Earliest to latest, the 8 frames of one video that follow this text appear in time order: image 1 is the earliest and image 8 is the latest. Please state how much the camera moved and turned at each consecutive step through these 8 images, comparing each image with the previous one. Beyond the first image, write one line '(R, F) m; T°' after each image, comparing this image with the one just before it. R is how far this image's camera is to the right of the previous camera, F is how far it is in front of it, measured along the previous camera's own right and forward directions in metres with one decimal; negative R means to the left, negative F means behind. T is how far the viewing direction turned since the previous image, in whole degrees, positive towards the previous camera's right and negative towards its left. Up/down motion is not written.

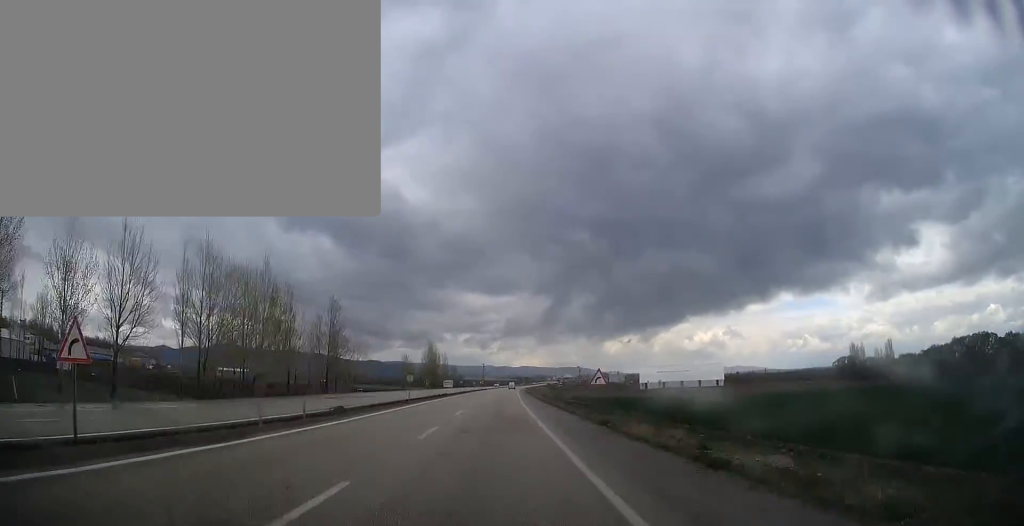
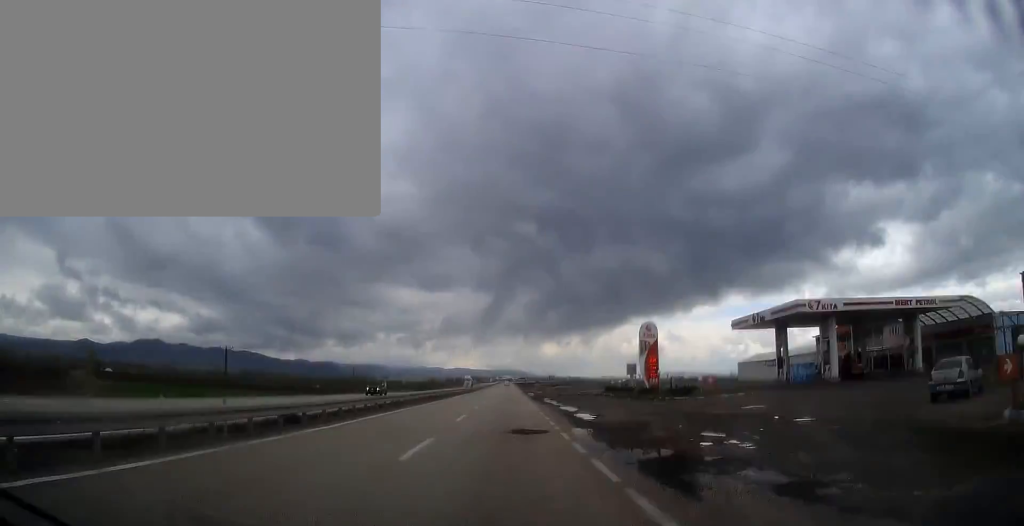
(+12.6, +318.0) m; +4°
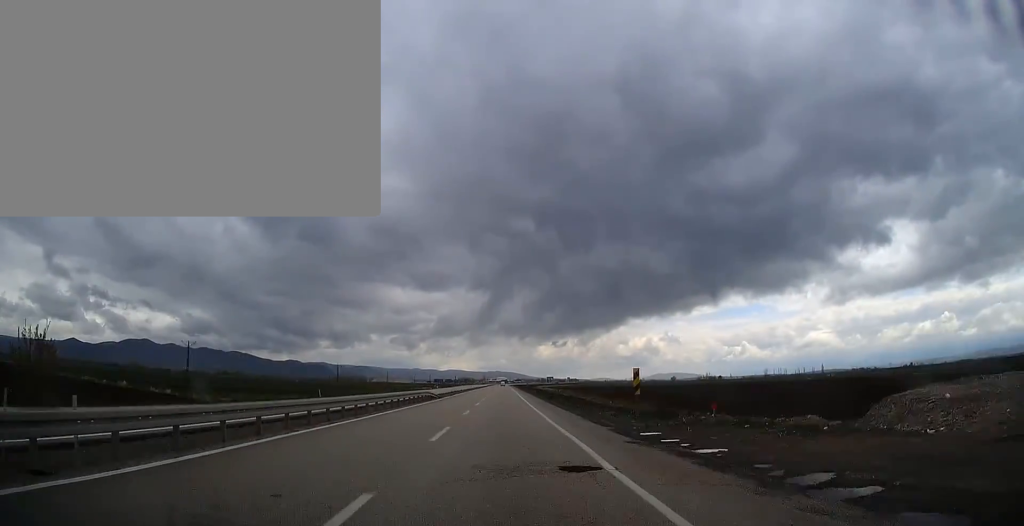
(+1.5, +145.0) m; +1°
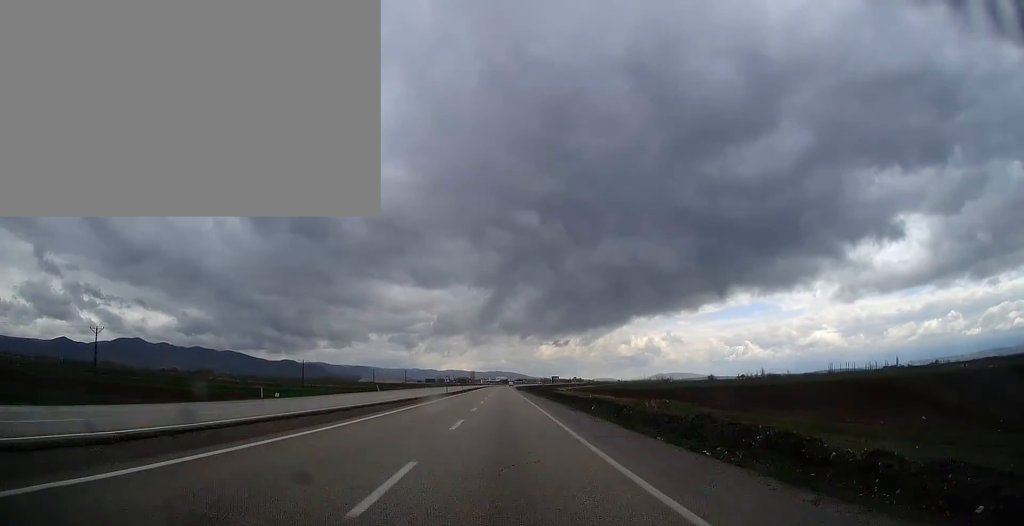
(+0.4, +170.4) m; +1°
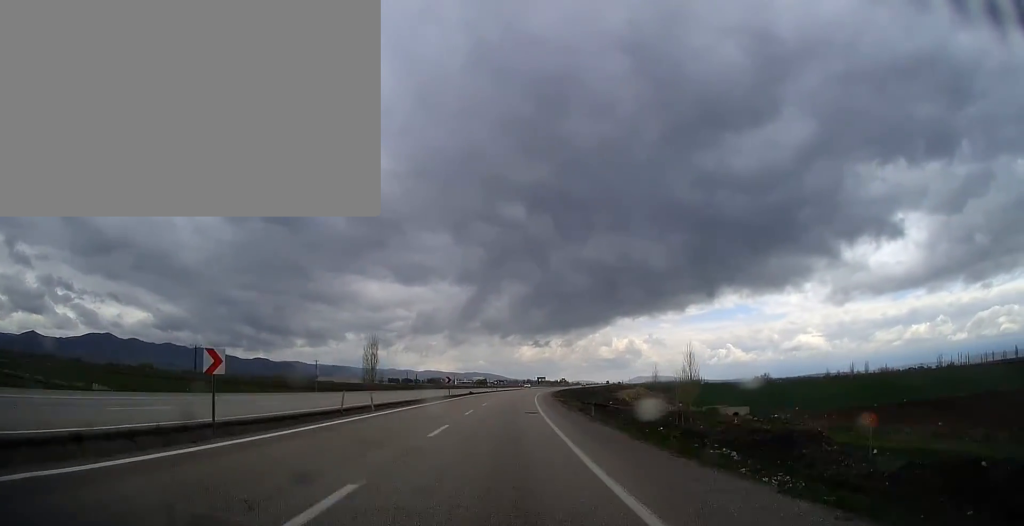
(+5.1, +212.4) m; +5°
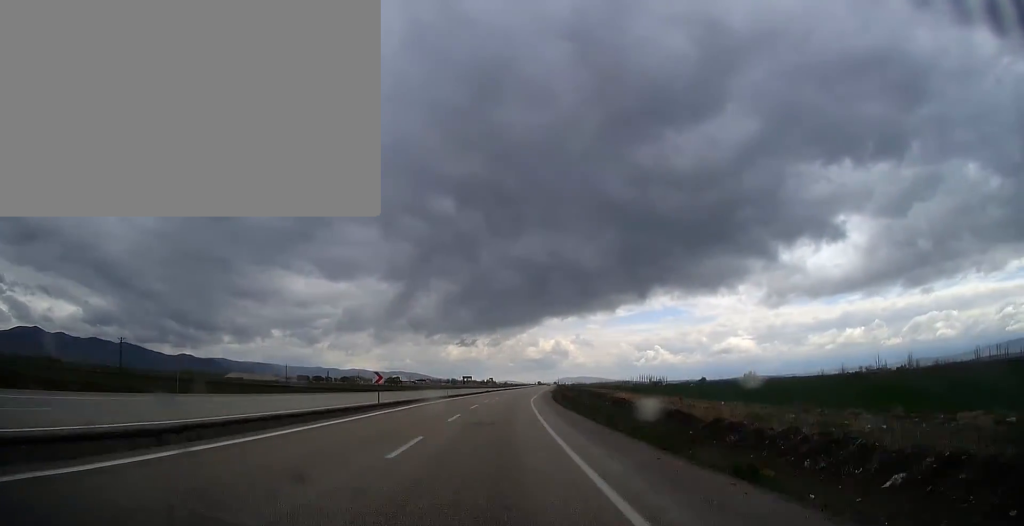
(+3.0, +121.0) m; +4°
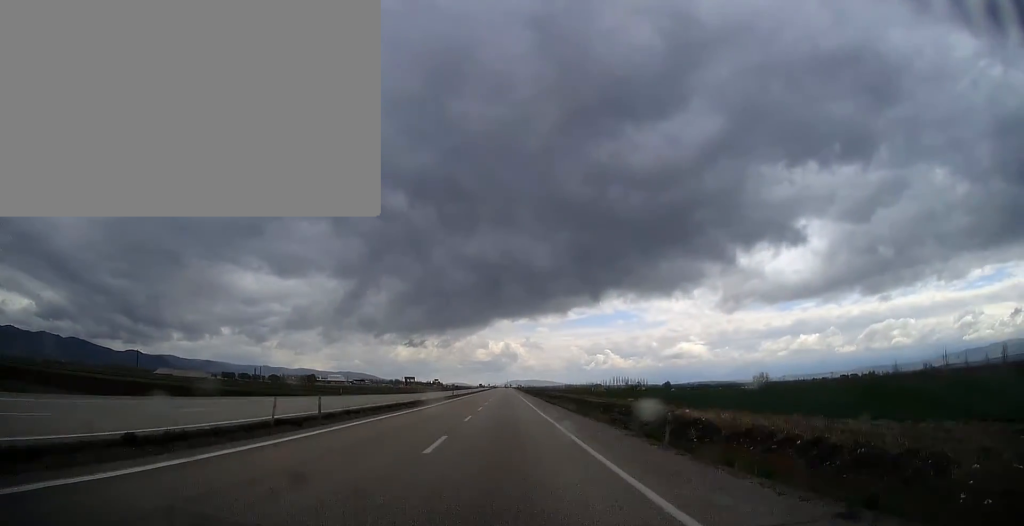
(+5.8, +104.1) m; +3°
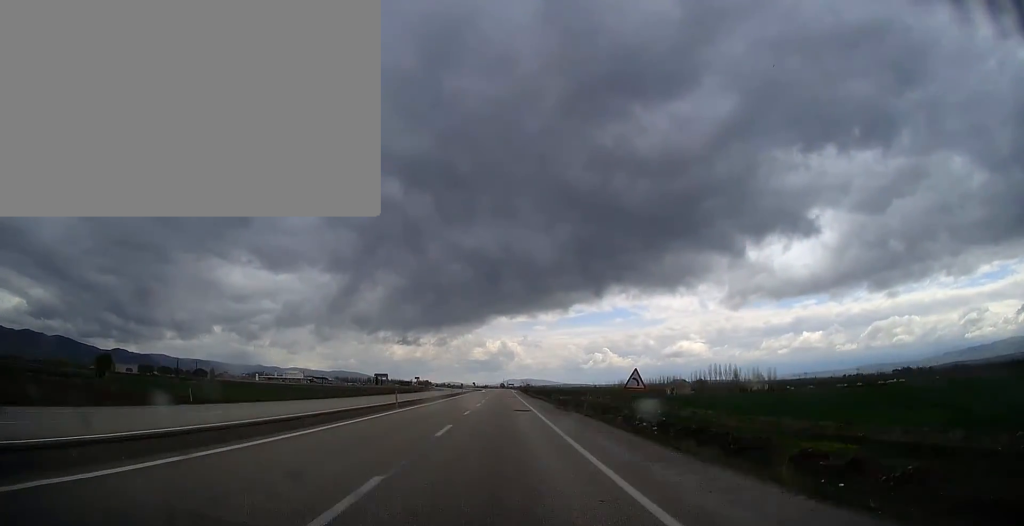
(+5.1, +220.4) m; +1°
